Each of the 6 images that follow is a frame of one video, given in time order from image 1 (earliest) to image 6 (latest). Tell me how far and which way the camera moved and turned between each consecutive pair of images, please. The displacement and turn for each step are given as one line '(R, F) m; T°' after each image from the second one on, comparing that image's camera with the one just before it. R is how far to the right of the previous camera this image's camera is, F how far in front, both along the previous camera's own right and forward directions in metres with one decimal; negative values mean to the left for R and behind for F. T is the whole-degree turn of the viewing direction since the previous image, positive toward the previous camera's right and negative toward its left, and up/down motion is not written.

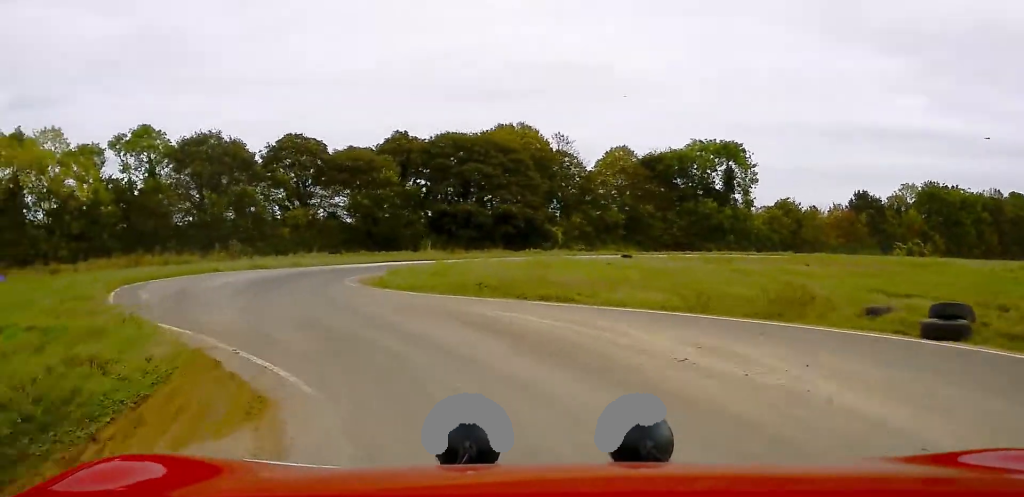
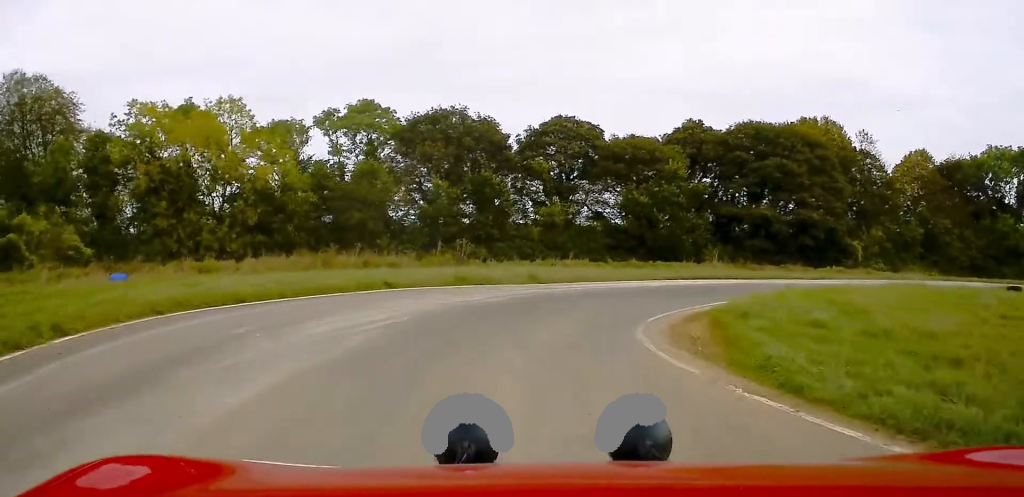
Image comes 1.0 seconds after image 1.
(-2.3, +14.4) m; -6°
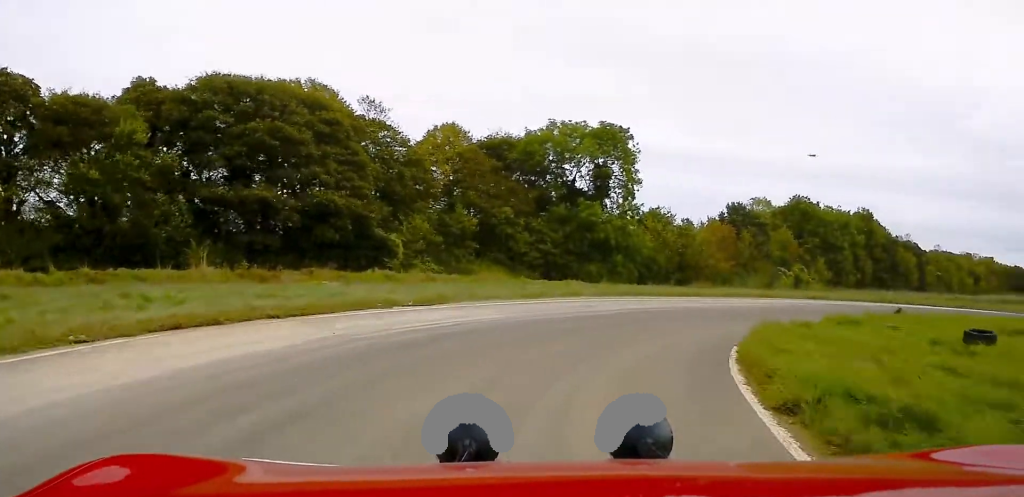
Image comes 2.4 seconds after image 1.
(+2.6, +19.3) m; +27°
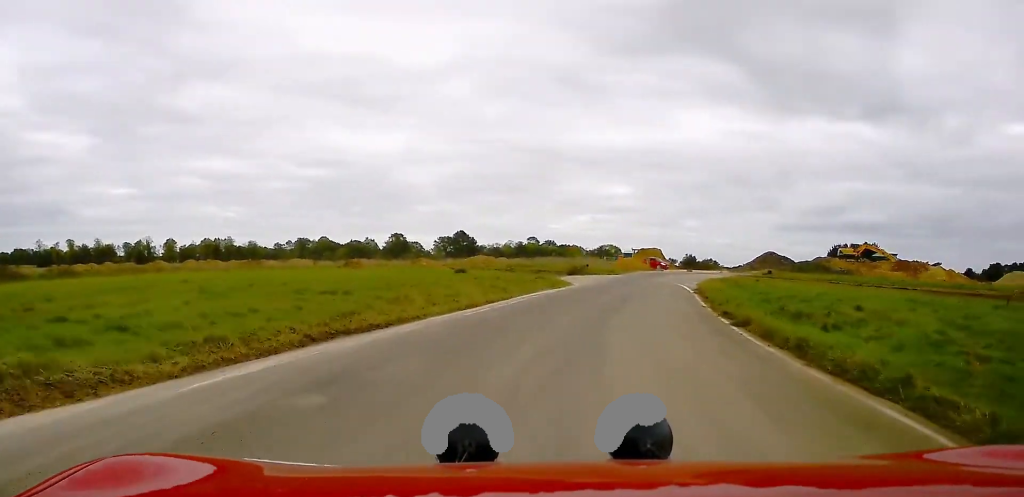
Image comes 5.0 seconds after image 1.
(+20.4, +24.2) m; +75°
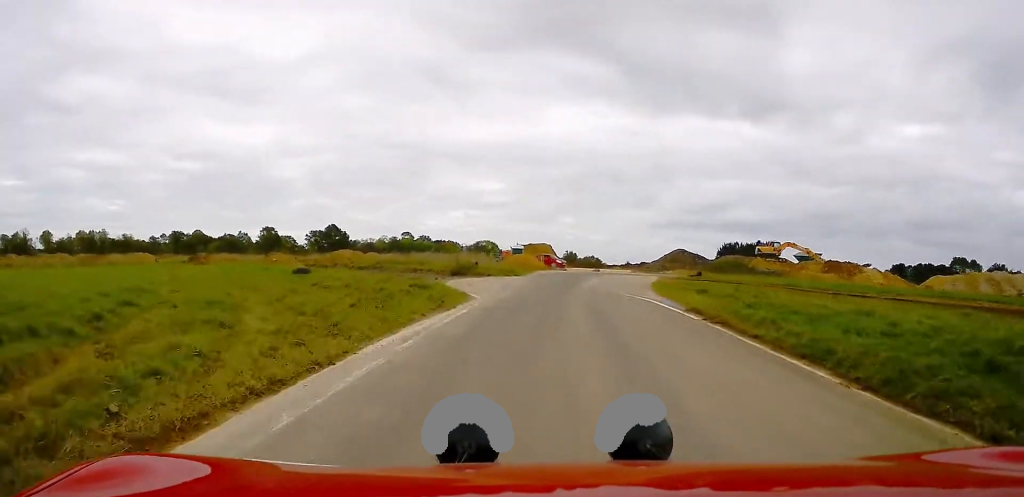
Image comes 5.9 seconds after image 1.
(+2.0, +13.1) m; +12°
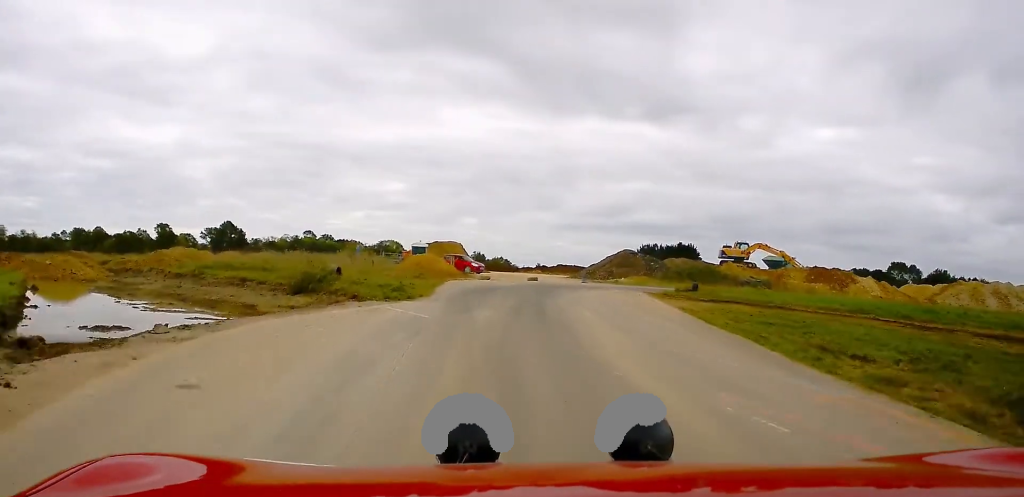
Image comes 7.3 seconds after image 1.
(+1.9, +21.6) m; +7°
